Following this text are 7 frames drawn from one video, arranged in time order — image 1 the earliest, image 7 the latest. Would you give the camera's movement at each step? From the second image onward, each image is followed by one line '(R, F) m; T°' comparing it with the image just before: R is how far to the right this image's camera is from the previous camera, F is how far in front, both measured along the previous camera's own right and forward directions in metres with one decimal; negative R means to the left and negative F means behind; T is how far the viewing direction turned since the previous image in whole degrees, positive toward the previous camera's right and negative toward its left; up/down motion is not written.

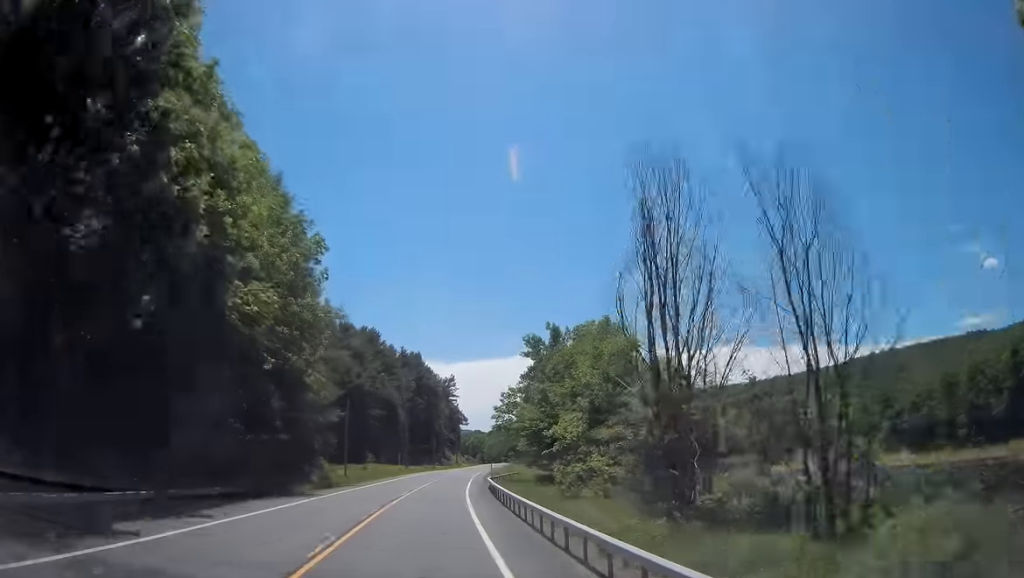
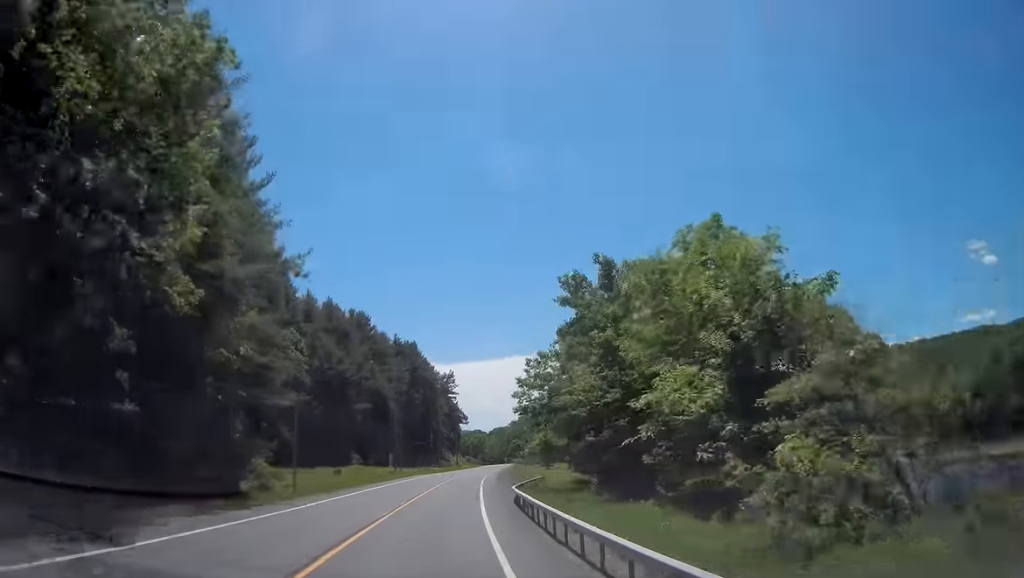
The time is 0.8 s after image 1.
(0.0, +19.4) m; +1°
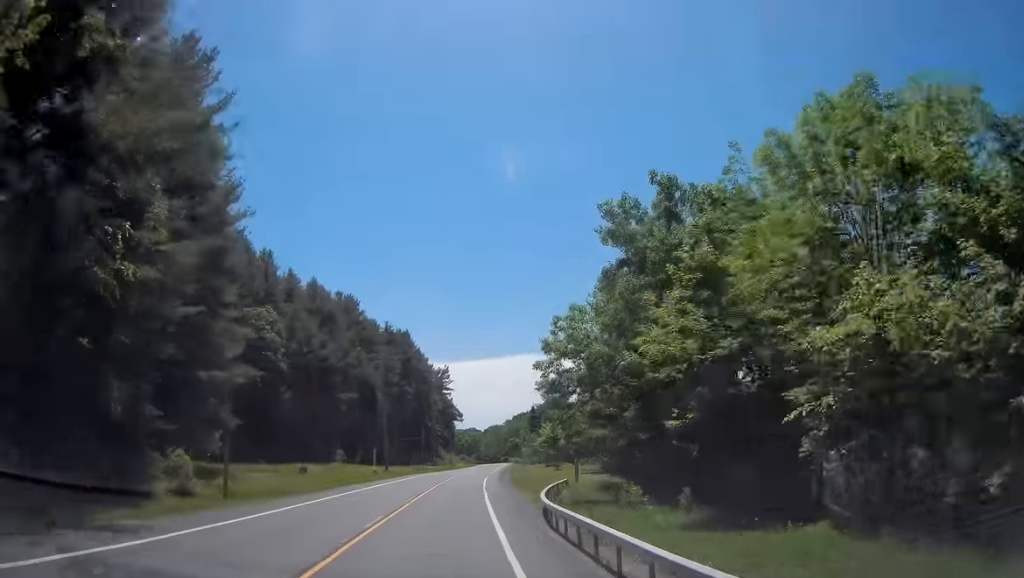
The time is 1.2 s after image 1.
(0.0, +11.7) m; +1°
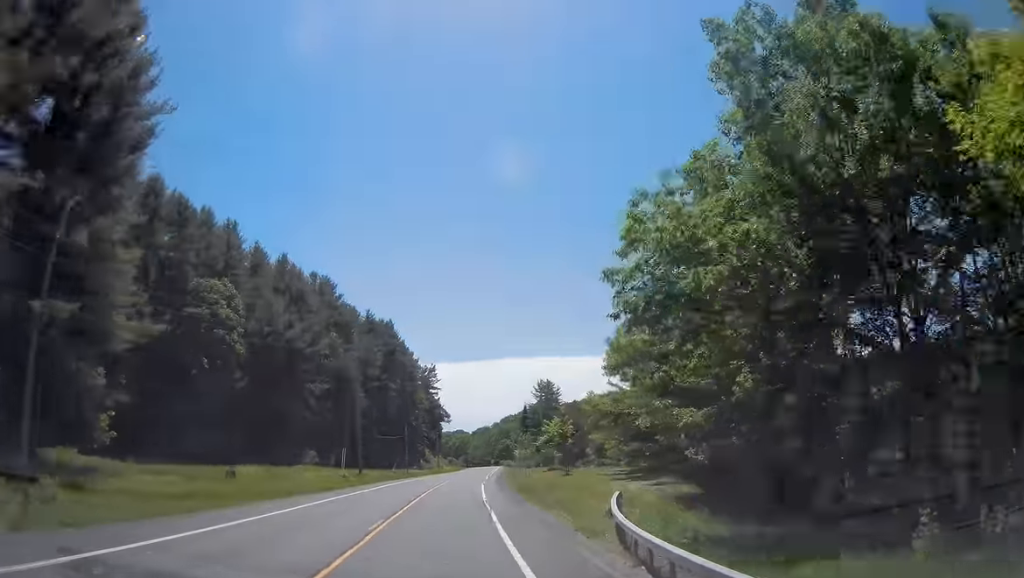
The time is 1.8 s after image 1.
(+0.1, +14.2) m; +1°
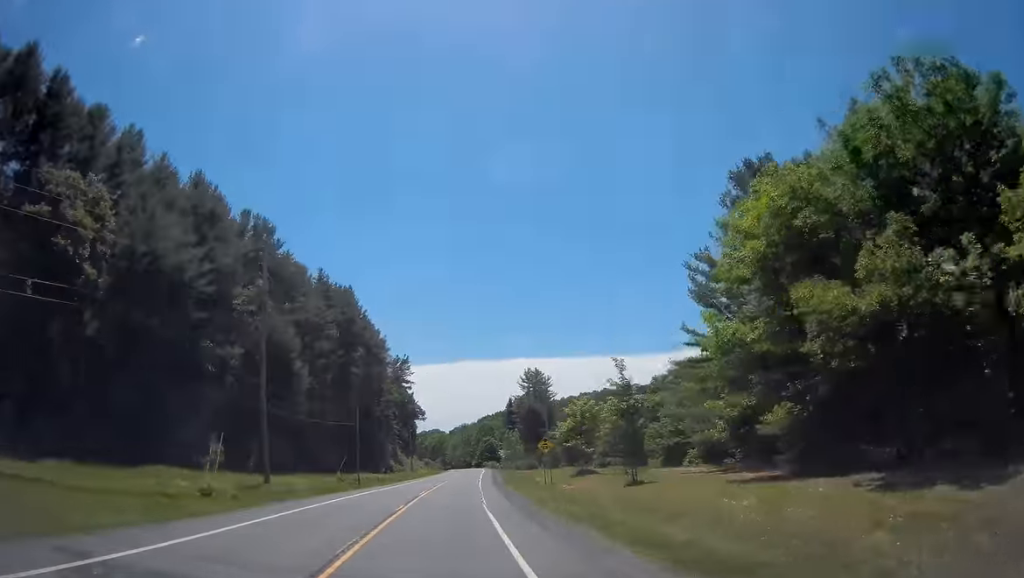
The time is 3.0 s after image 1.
(+0.7, +29.0) m; +2°
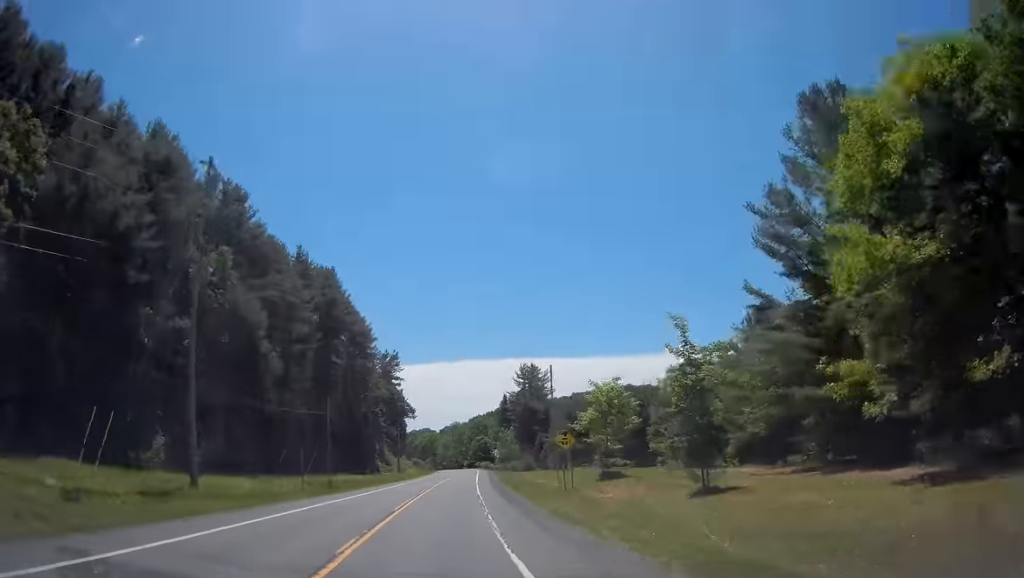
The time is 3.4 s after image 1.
(0.0, +10.7) m; 0°
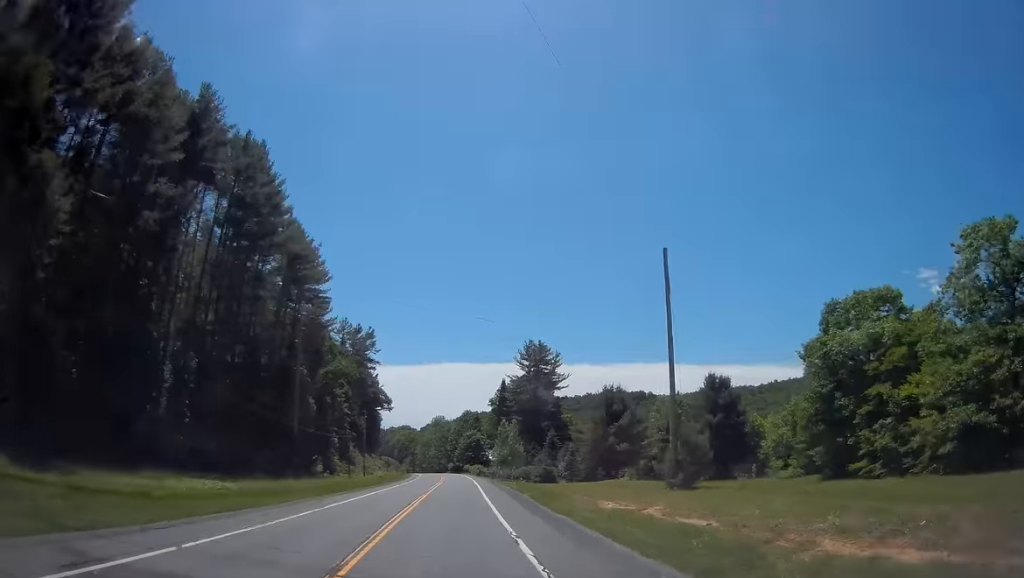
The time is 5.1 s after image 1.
(+0.5, +41.4) m; +1°
